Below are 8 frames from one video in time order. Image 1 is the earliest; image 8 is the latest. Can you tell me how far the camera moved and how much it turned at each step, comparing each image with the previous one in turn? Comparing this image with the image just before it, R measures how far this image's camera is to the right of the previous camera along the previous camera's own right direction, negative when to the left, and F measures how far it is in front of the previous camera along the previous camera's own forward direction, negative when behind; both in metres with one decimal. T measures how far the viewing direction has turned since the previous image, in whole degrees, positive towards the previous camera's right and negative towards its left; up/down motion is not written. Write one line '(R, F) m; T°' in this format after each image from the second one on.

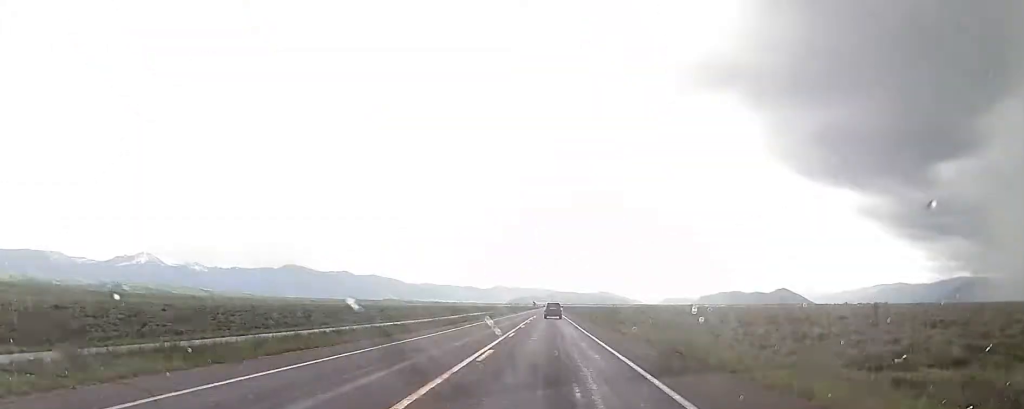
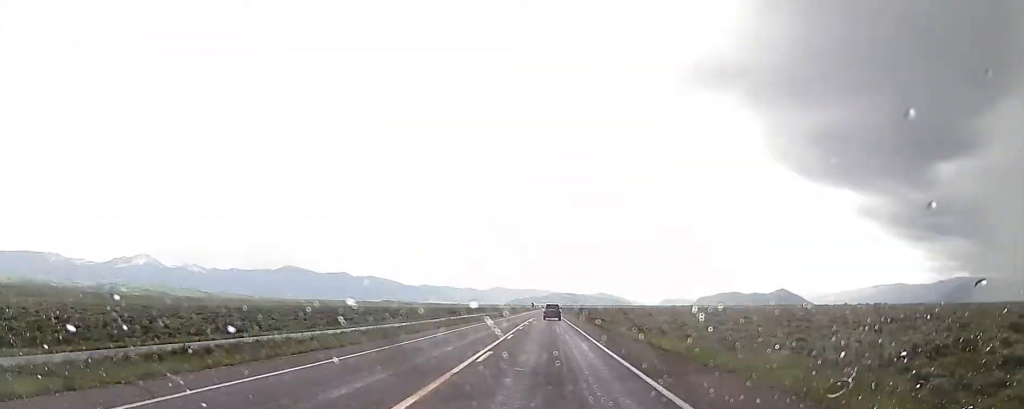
(+0.2, +12.0) m; 0°
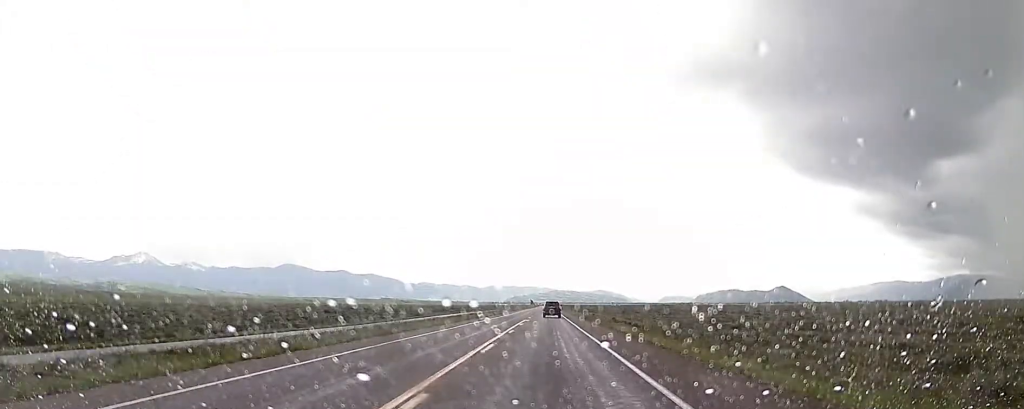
(-0.1, +22.6) m; 0°
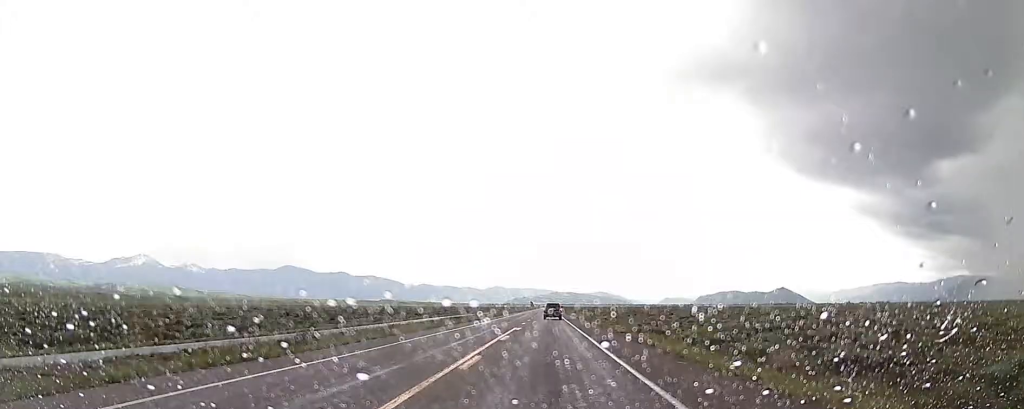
(0.0, +16.2) m; 0°
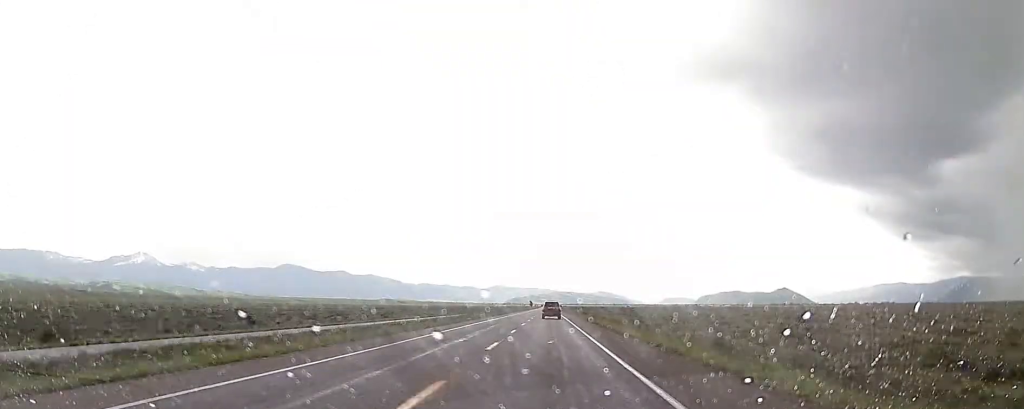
(+0.7, +67.2) m; 0°
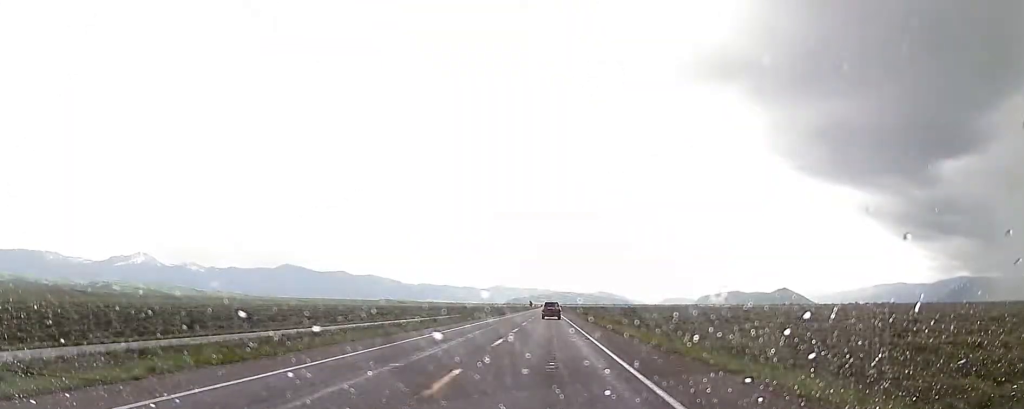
(0.0, +10.0) m; 0°
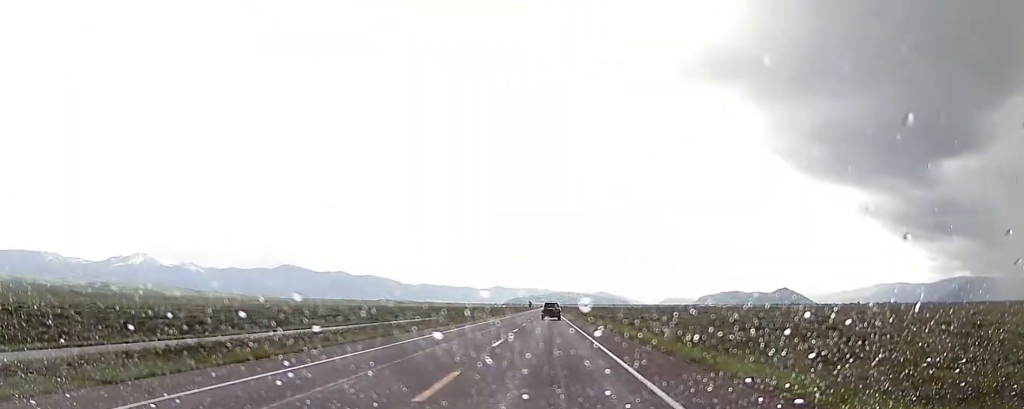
(0.0, +25.0) m; 0°
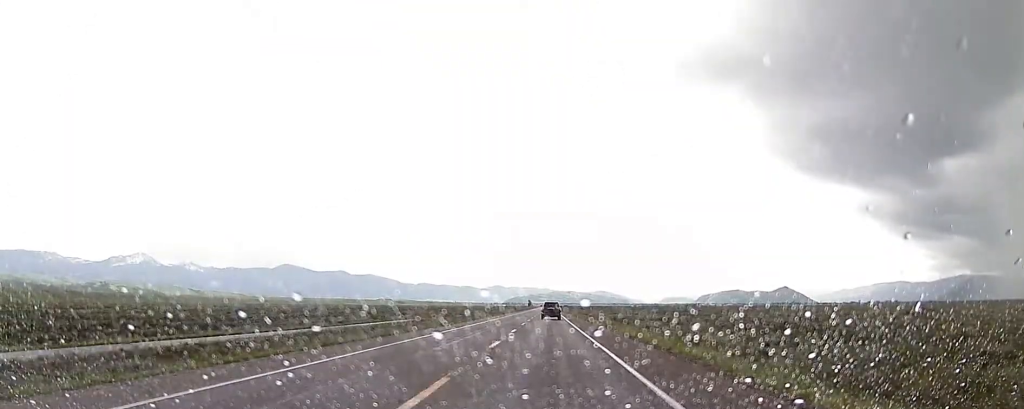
(+0.1, +13.4) m; 0°
